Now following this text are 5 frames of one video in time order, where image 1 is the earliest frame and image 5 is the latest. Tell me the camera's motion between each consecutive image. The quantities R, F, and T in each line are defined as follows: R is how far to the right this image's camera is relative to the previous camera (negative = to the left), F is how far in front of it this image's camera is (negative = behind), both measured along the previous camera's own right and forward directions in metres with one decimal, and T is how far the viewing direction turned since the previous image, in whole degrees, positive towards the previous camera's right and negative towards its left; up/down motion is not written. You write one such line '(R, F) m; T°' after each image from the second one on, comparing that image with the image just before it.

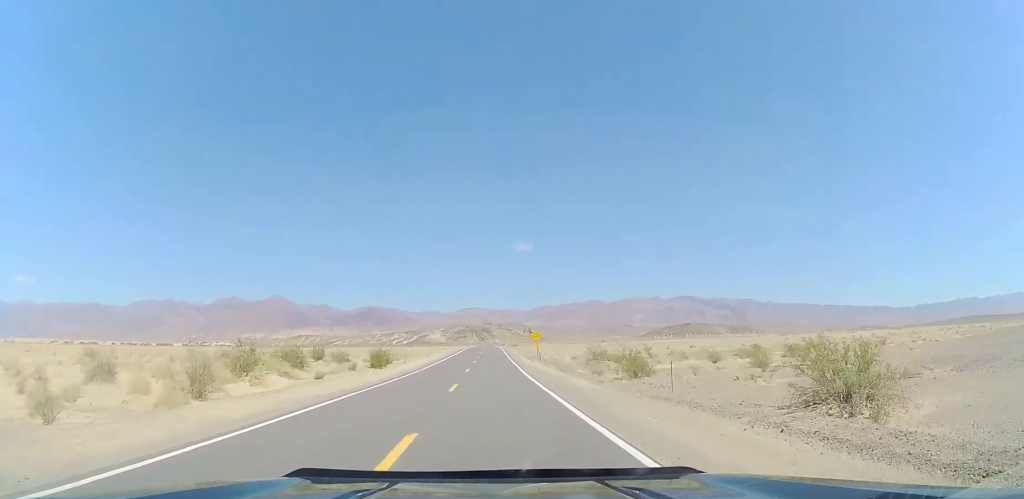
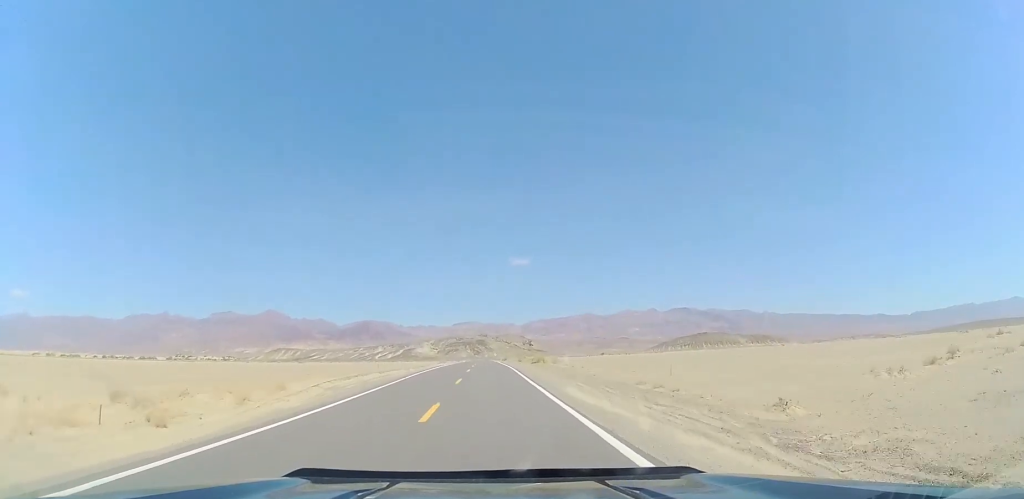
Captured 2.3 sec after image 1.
(0.0, +65.9) m; 0°
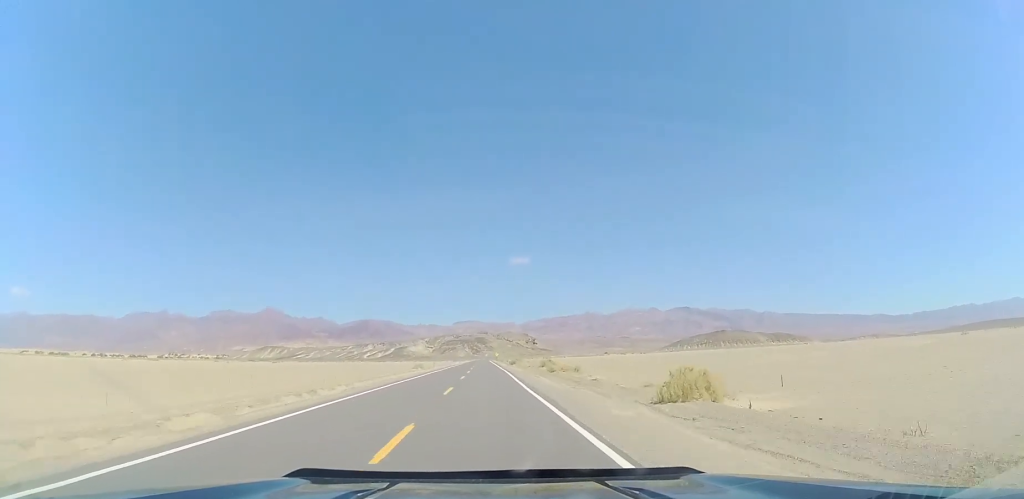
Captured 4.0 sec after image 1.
(0.0, +48.3) m; 0°
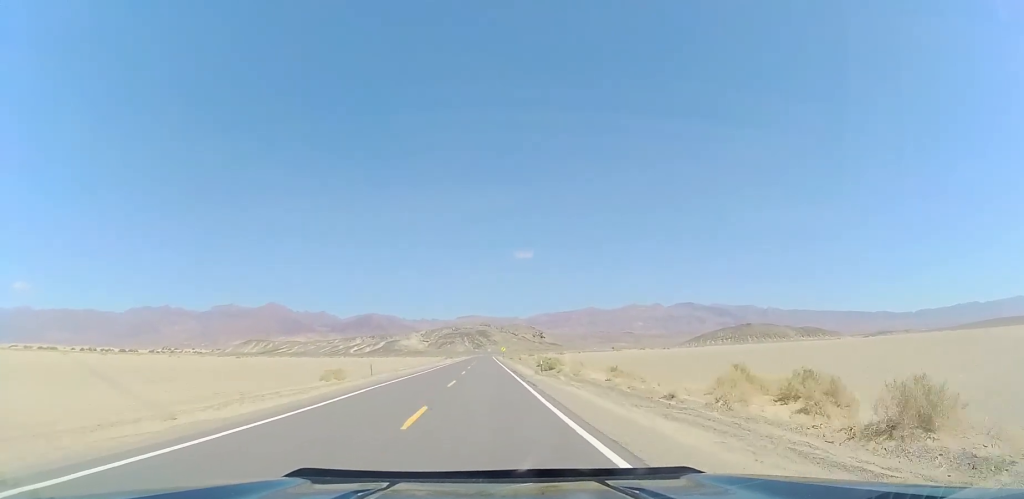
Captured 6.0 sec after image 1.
(0.0, +54.9) m; 0°
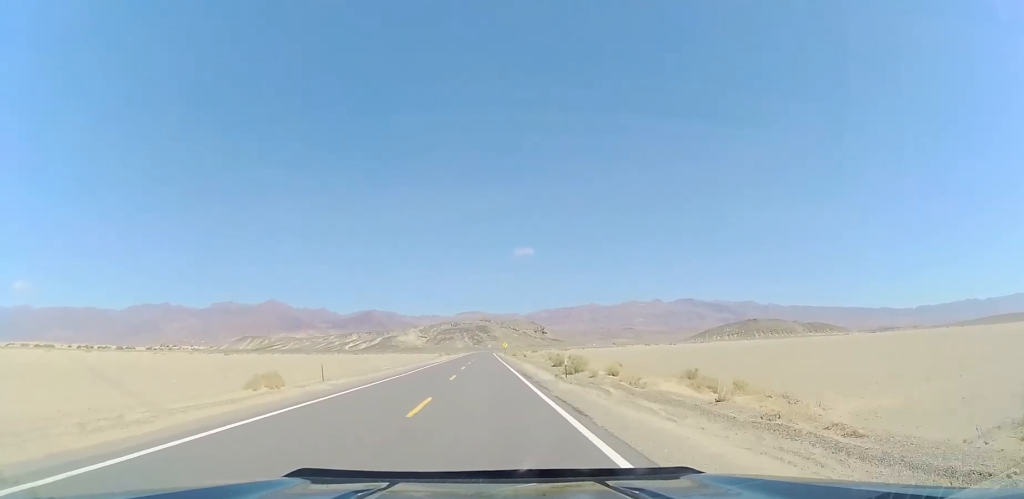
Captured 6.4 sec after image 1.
(0.0, +13.3) m; 0°
